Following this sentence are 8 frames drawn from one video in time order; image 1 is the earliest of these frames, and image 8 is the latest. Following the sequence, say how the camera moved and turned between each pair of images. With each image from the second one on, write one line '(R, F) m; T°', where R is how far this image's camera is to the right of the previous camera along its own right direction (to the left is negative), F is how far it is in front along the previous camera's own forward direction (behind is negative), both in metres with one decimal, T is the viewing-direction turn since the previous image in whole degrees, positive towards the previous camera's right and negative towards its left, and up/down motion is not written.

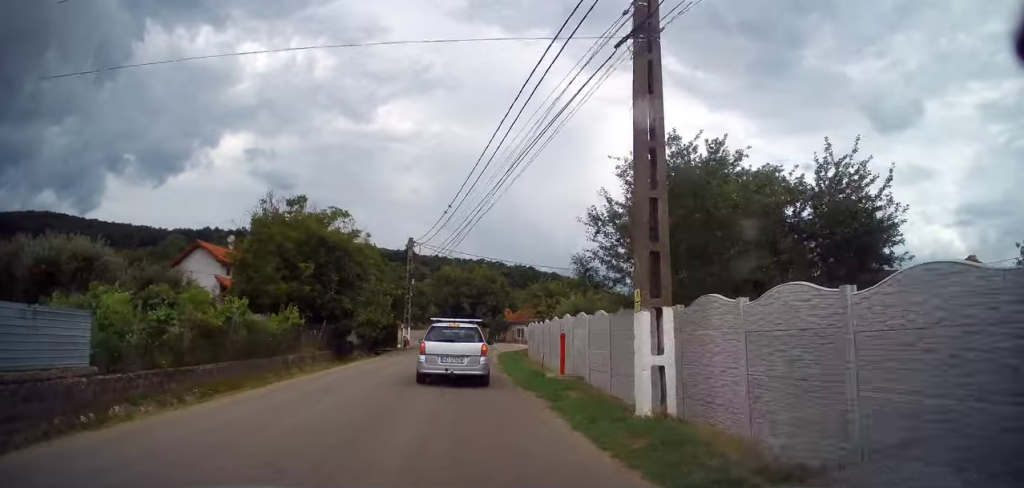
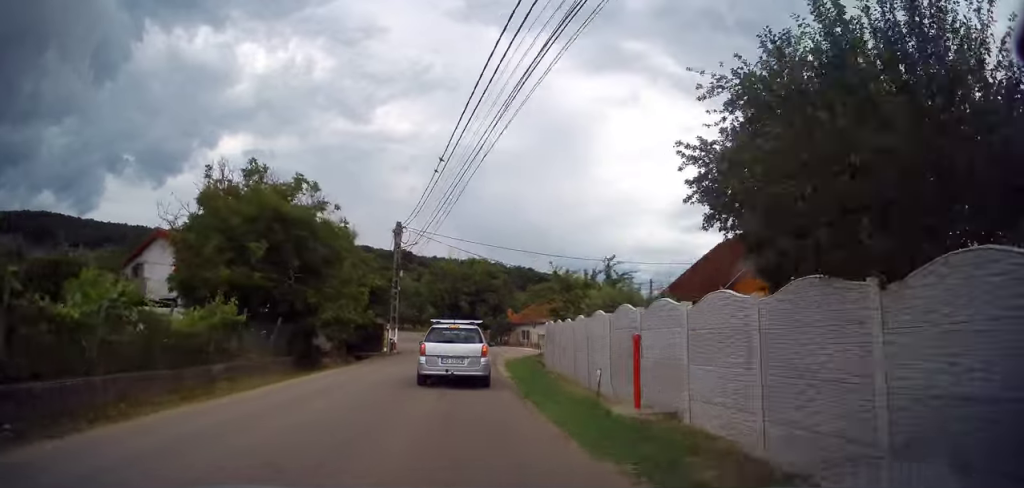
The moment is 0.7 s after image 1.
(+0.1, +6.5) m; 0°
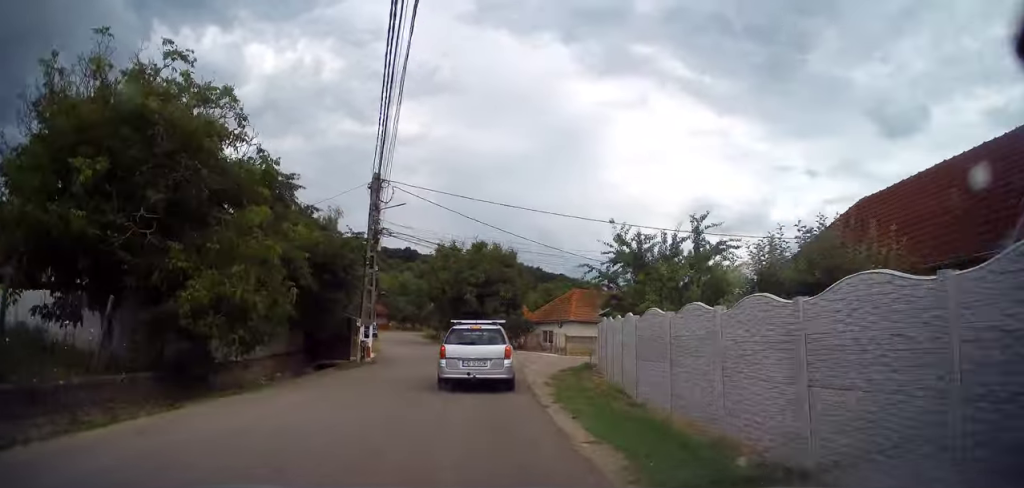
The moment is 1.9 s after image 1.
(0.0, +10.8) m; -1°
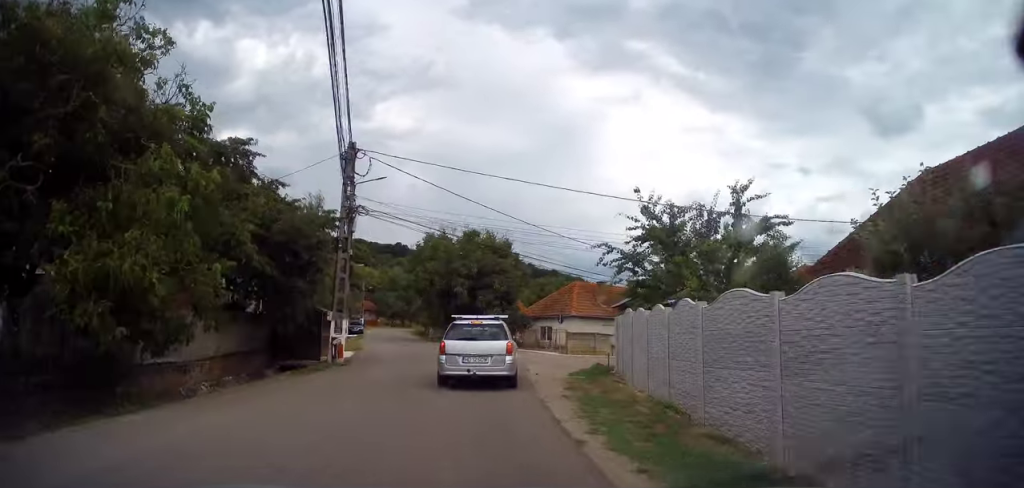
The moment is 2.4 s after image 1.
(0.0, +3.6) m; 0°
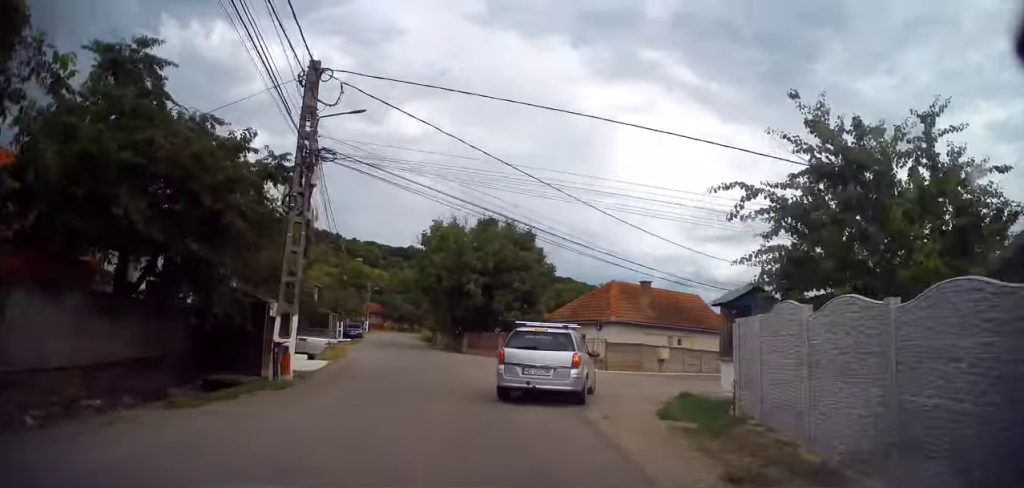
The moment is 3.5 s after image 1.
(0.0, +7.8) m; 0°
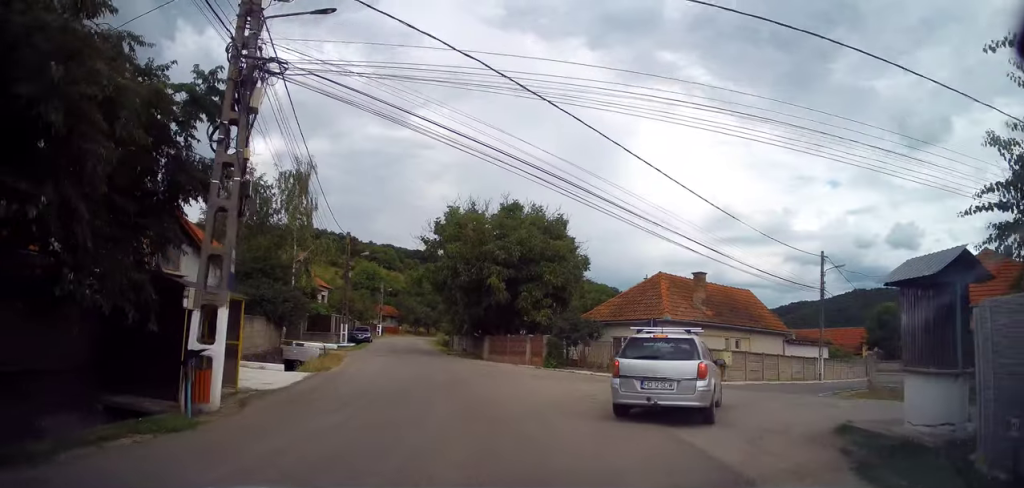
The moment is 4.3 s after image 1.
(+0.1, +5.9) m; 0°
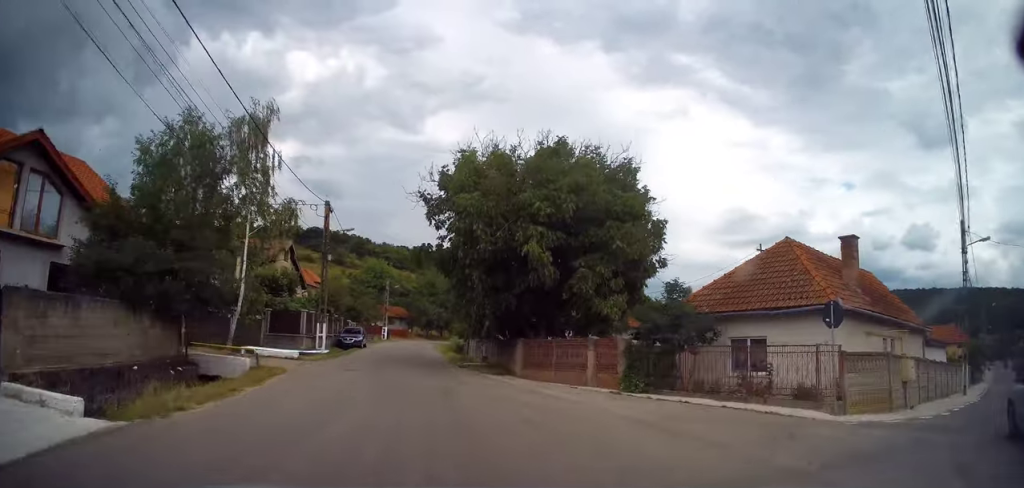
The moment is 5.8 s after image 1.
(-0.3, +10.8) m; -5°
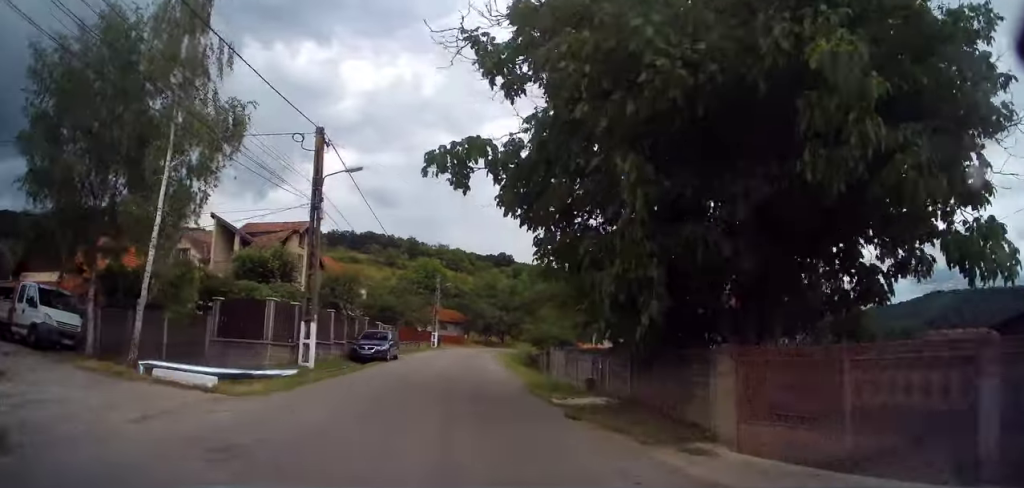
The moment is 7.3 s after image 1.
(-0.7, +12.2) m; -3°
